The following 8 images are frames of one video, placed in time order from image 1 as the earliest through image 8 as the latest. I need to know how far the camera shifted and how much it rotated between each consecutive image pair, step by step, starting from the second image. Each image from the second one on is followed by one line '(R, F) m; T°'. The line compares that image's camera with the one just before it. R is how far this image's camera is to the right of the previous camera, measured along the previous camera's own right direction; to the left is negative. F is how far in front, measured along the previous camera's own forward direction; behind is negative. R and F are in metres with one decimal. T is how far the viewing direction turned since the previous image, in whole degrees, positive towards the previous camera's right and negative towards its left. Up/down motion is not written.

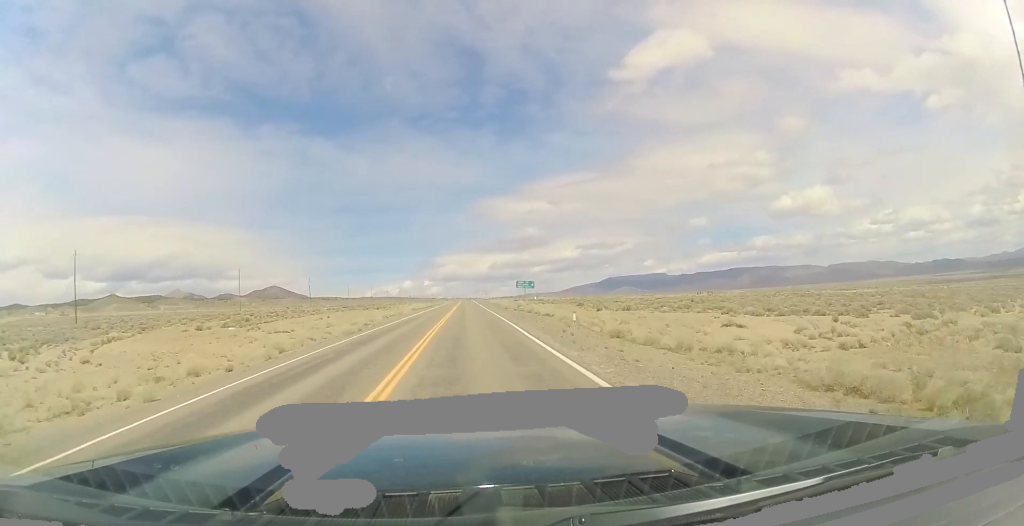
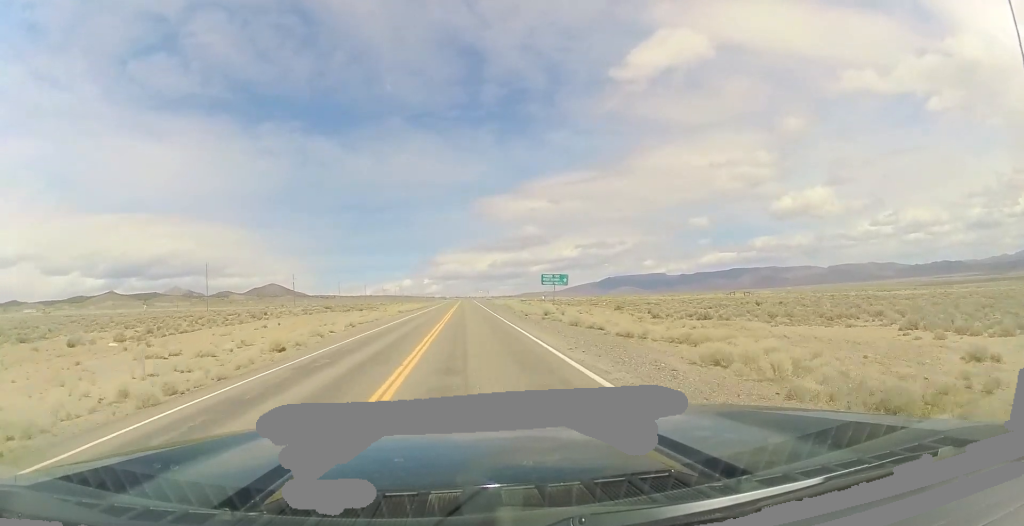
(0.0, +19.3) m; 0°
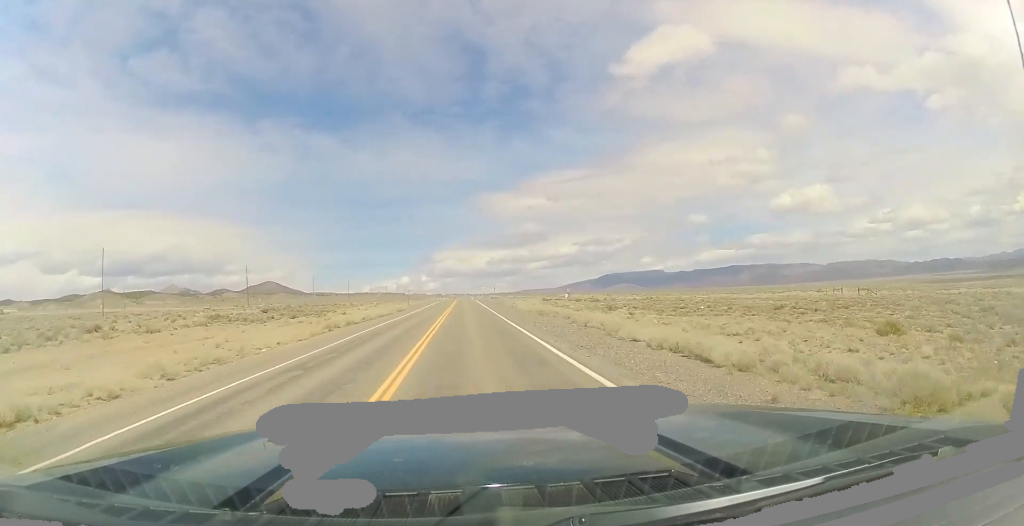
(-0.2, +40.4) m; 0°
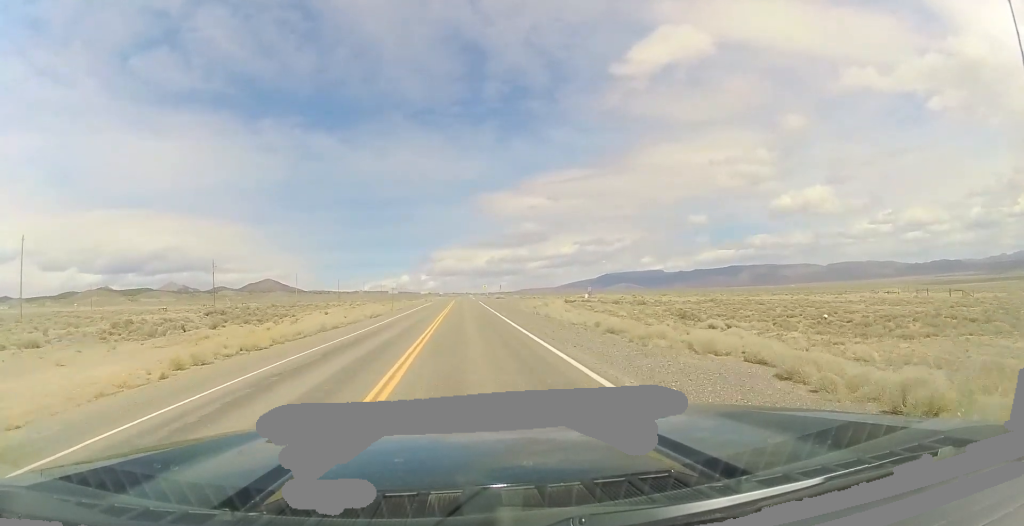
(0.0, +21.2) m; 0°
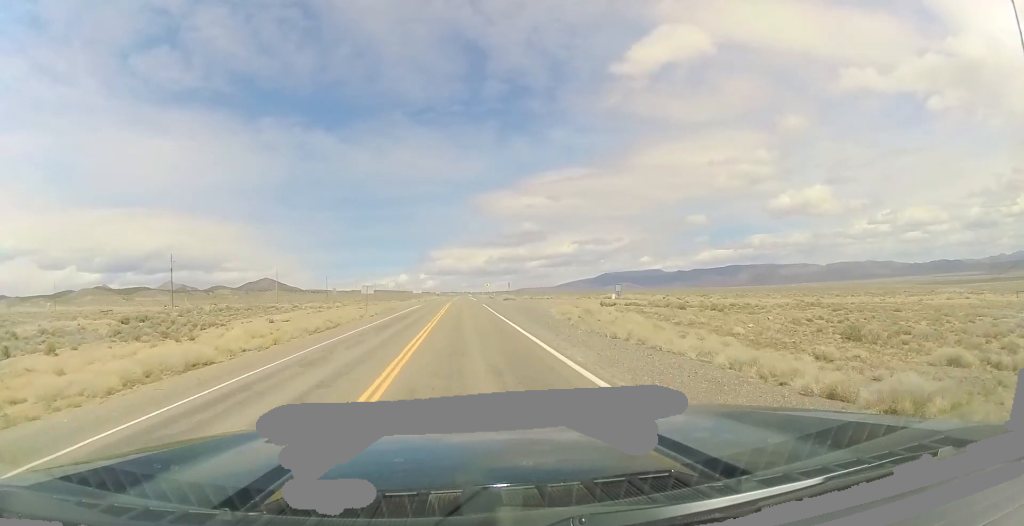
(0.0, +20.3) m; 0°
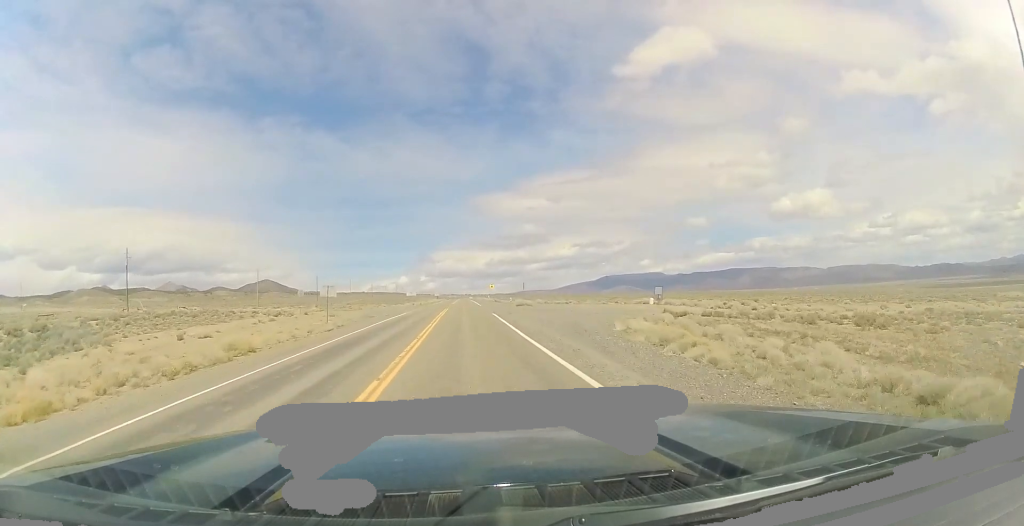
(0.0, +17.7) m; 0°
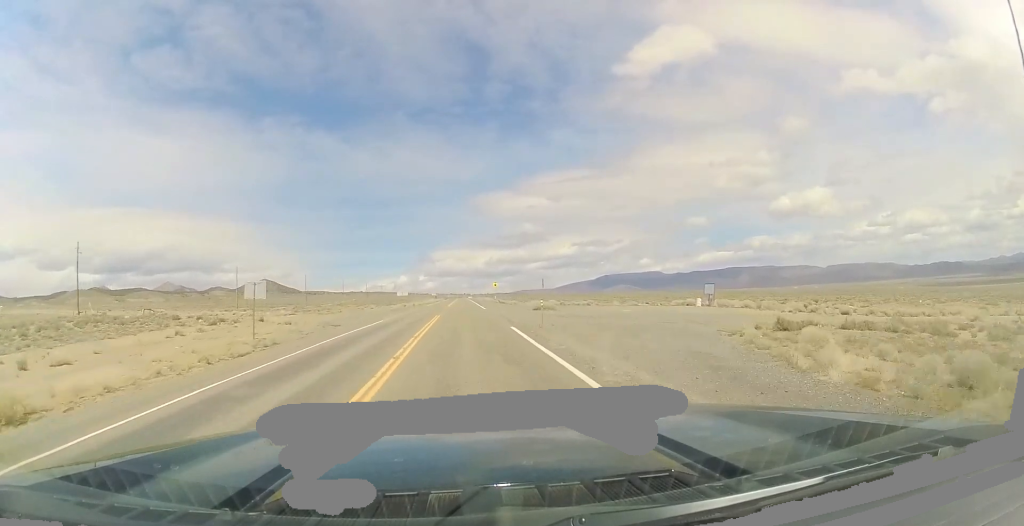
(0.0, +15.1) m; 0°
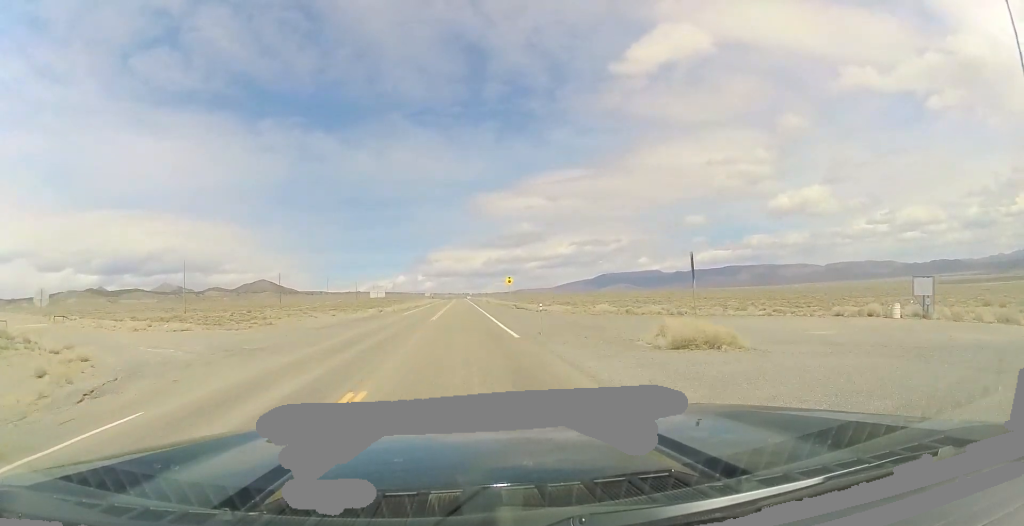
(0.0, +29.3) m; 0°
